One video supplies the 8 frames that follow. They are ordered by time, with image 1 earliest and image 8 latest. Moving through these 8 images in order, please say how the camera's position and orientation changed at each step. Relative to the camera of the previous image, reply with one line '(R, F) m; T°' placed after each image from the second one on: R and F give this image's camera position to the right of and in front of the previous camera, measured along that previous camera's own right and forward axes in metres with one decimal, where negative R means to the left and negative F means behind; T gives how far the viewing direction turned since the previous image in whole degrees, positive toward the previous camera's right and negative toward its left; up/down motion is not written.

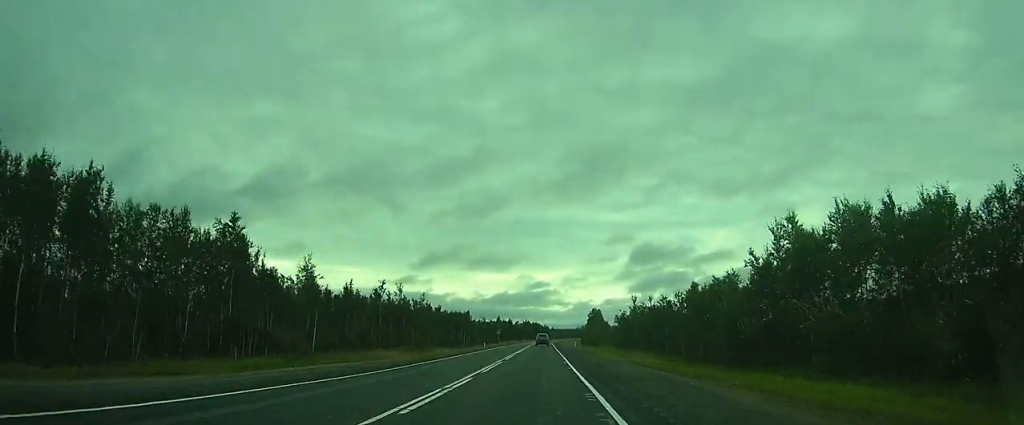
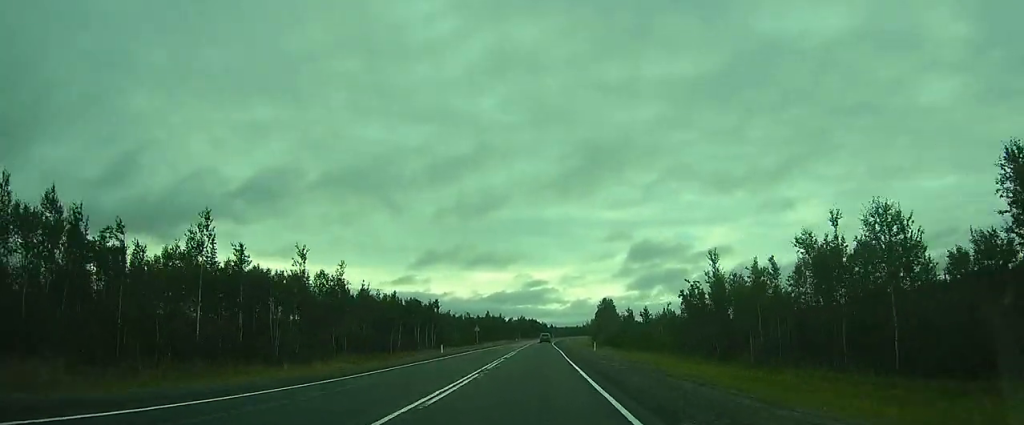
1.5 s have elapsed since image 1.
(-0.4, +39.3) m; -1°
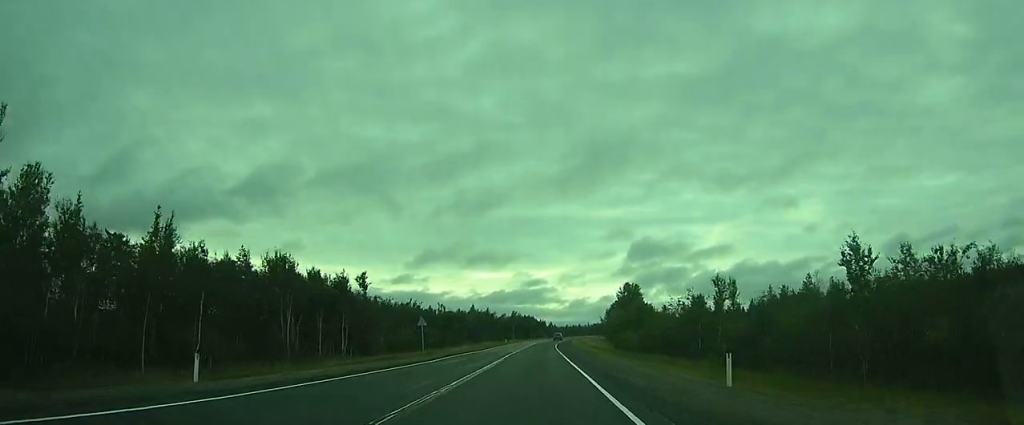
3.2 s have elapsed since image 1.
(+0.5, +37.9) m; 0°
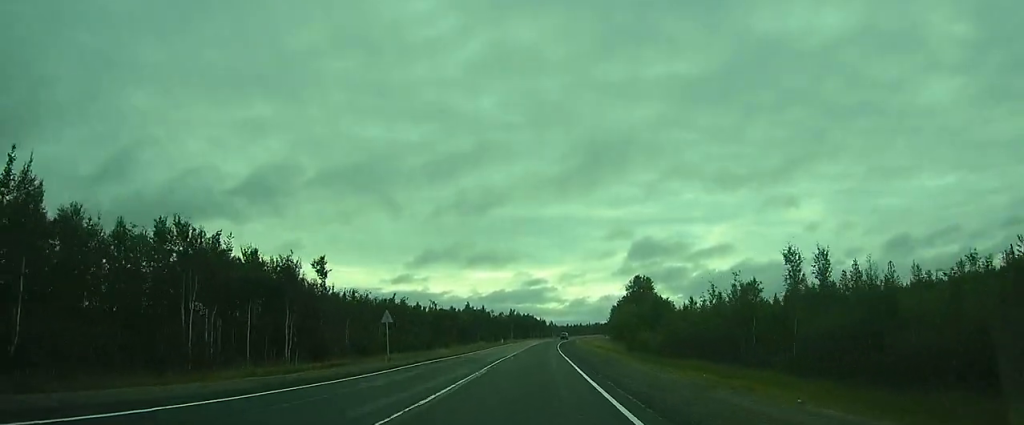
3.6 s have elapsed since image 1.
(+0.1, +10.3) m; -1°
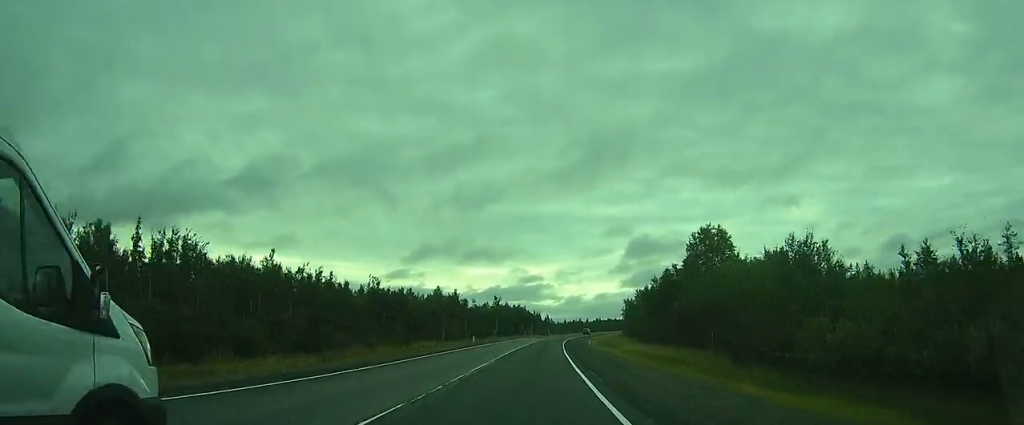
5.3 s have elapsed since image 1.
(-0.8, +34.6) m; +2°
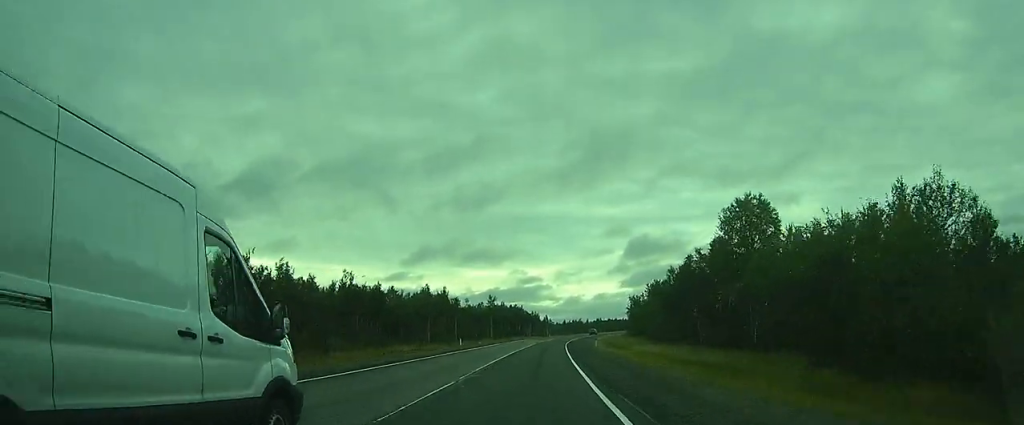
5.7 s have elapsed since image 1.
(+0.2, +9.2) m; +2°
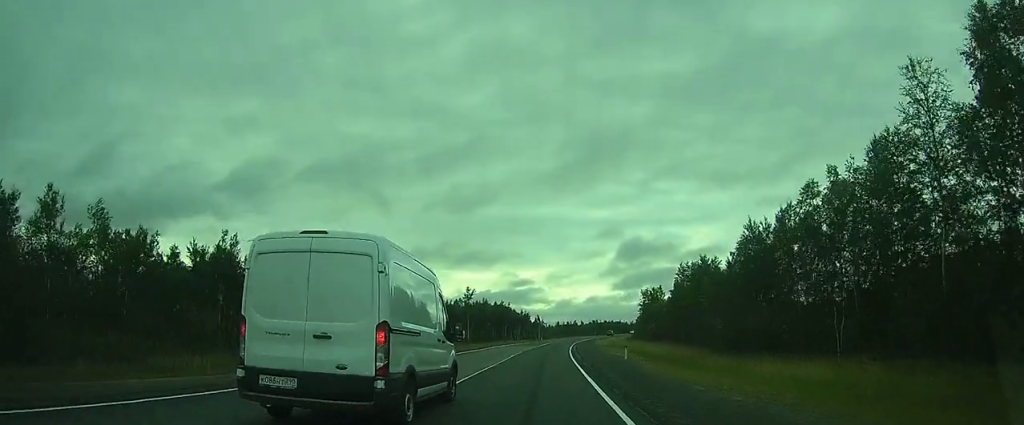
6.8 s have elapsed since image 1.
(+0.9, +23.5) m; +2°
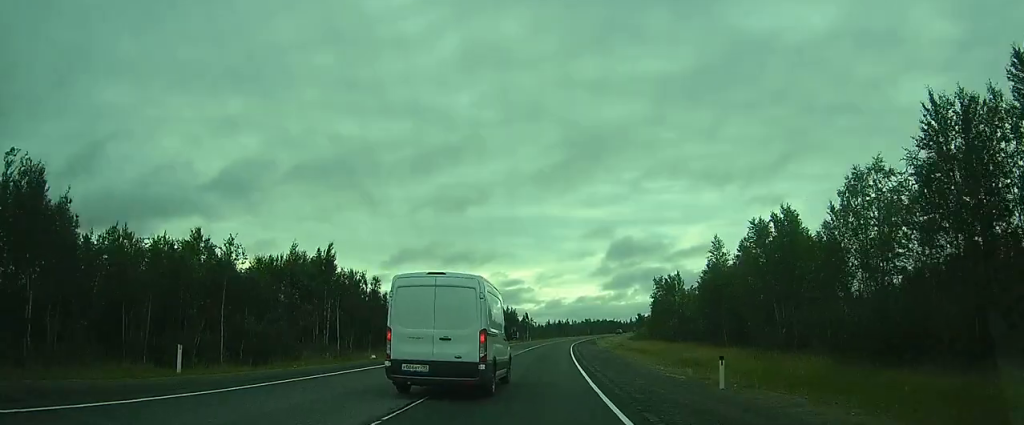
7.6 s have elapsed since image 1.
(0.0, +17.7) m; 0°
